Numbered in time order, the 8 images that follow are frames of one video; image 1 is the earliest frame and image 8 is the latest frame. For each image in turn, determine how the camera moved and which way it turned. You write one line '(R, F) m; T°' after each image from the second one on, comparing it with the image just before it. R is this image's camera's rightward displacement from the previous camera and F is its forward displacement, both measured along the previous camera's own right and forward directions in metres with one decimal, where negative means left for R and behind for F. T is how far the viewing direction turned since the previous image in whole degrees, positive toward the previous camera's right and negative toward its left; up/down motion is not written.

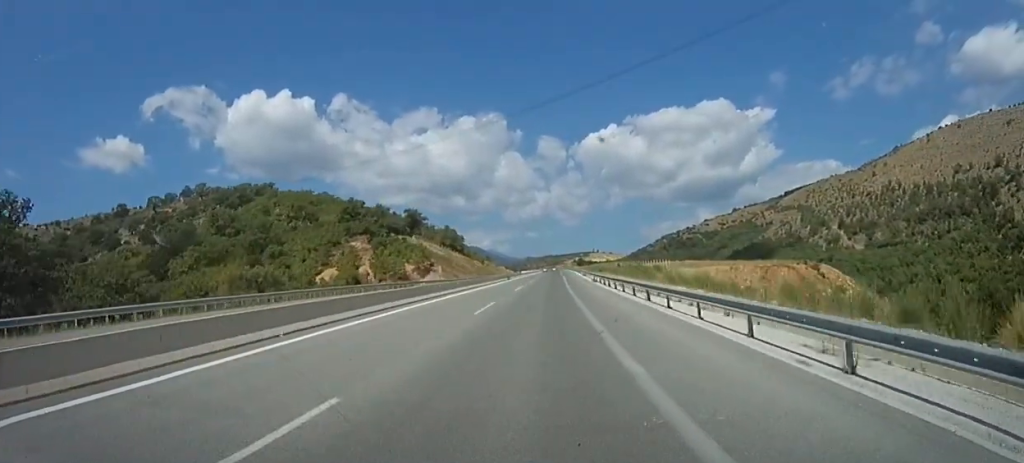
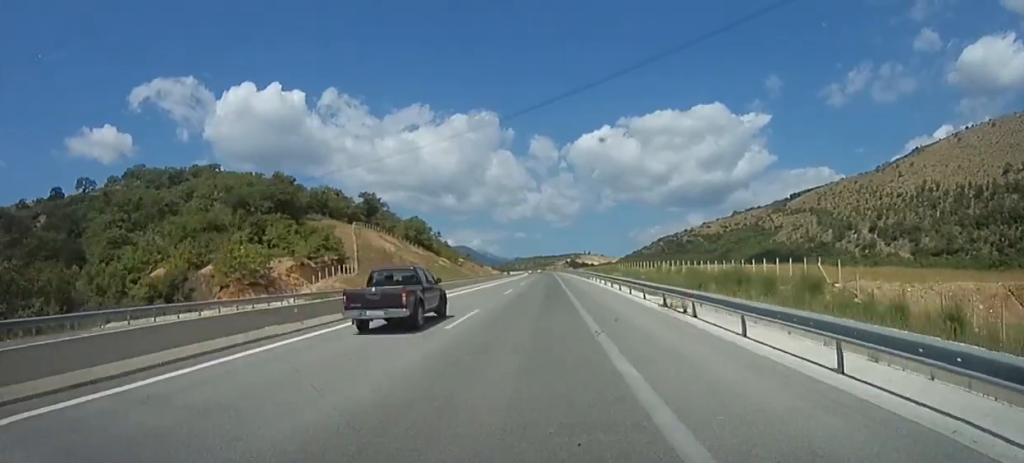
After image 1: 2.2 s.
(+1.9, +60.0) m; +2°
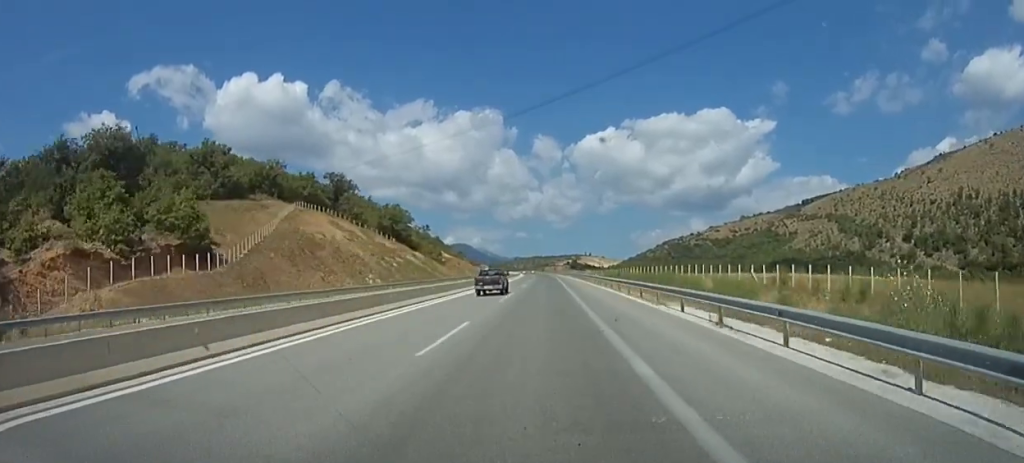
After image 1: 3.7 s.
(+0.3, +41.5) m; 0°
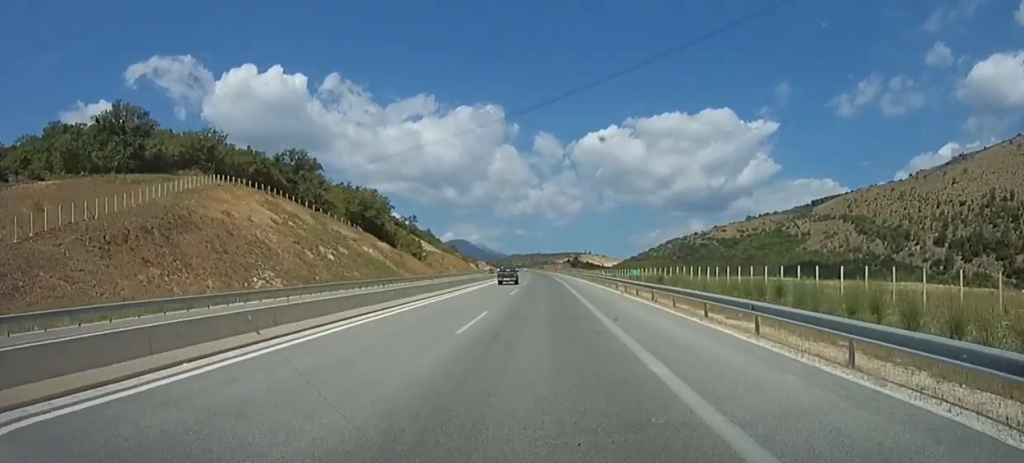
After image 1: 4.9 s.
(0.0, +34.5) m; -1°
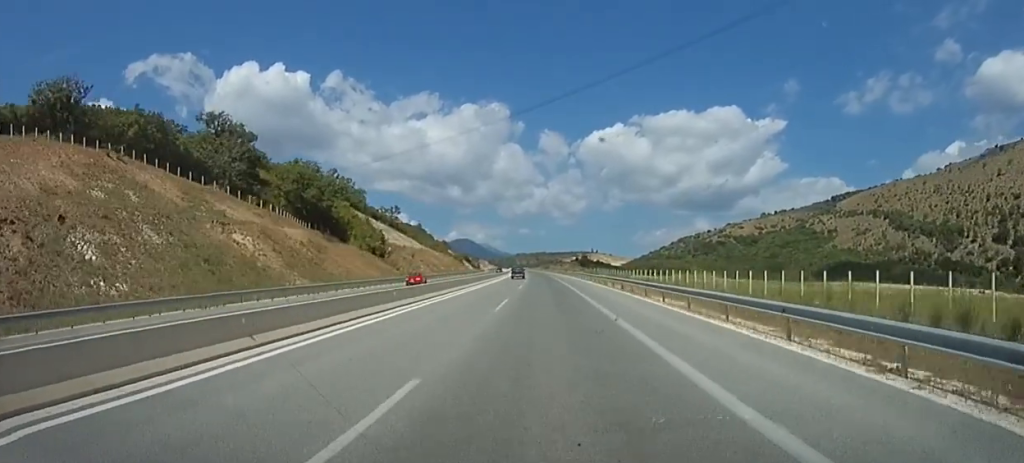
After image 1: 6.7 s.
(-0.6, +48.3) m; -1°
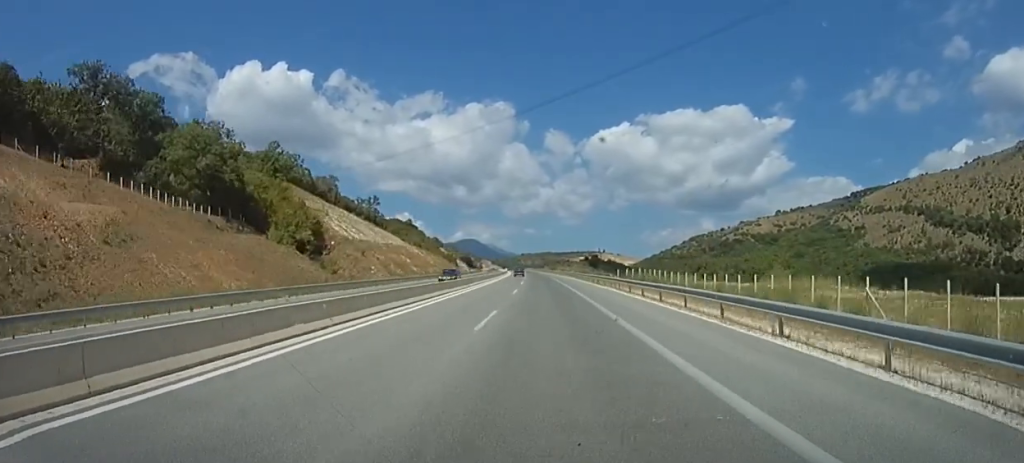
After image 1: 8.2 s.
(0.0, +43.8) m; 0°
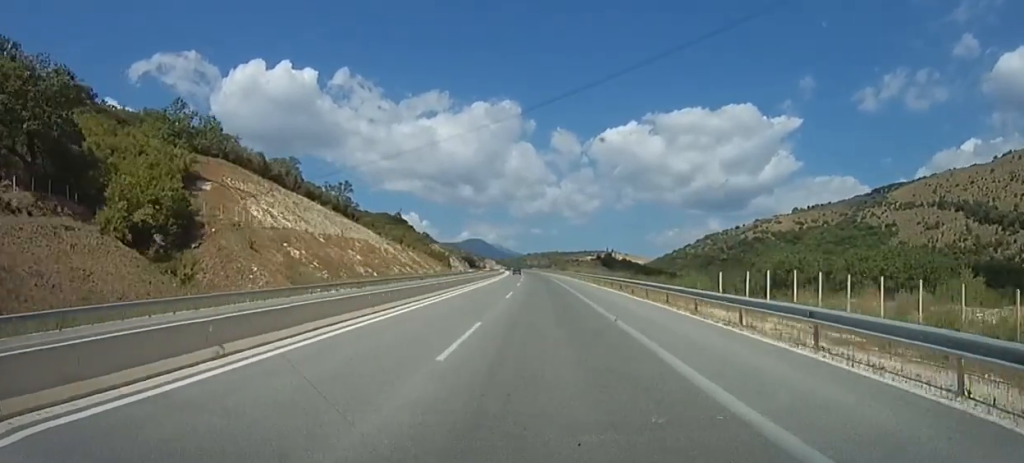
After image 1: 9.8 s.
(0.0, +41.6) m; -1°
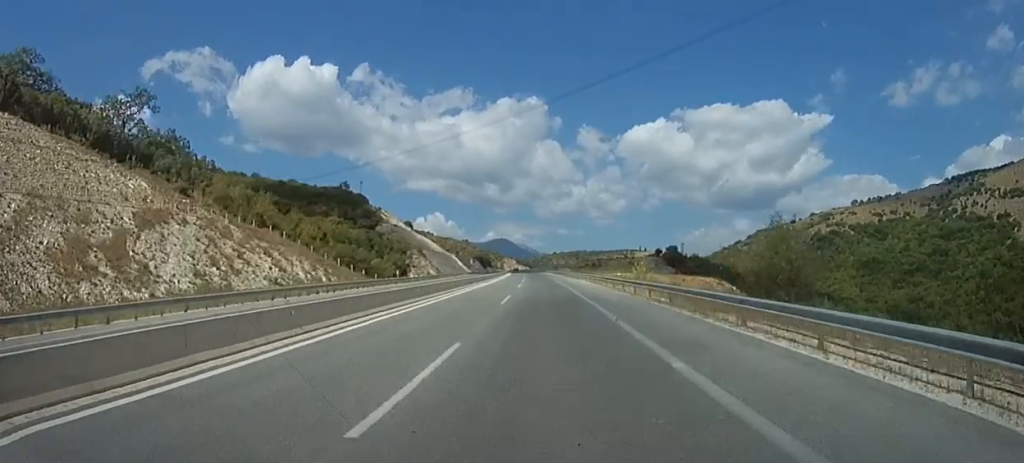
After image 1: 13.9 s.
(-2.0, +116.2) m; -3°
